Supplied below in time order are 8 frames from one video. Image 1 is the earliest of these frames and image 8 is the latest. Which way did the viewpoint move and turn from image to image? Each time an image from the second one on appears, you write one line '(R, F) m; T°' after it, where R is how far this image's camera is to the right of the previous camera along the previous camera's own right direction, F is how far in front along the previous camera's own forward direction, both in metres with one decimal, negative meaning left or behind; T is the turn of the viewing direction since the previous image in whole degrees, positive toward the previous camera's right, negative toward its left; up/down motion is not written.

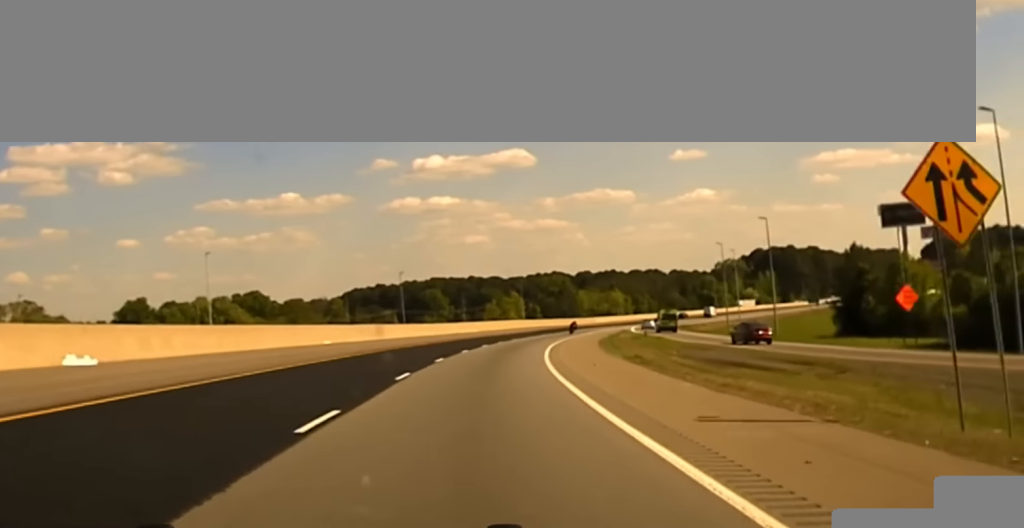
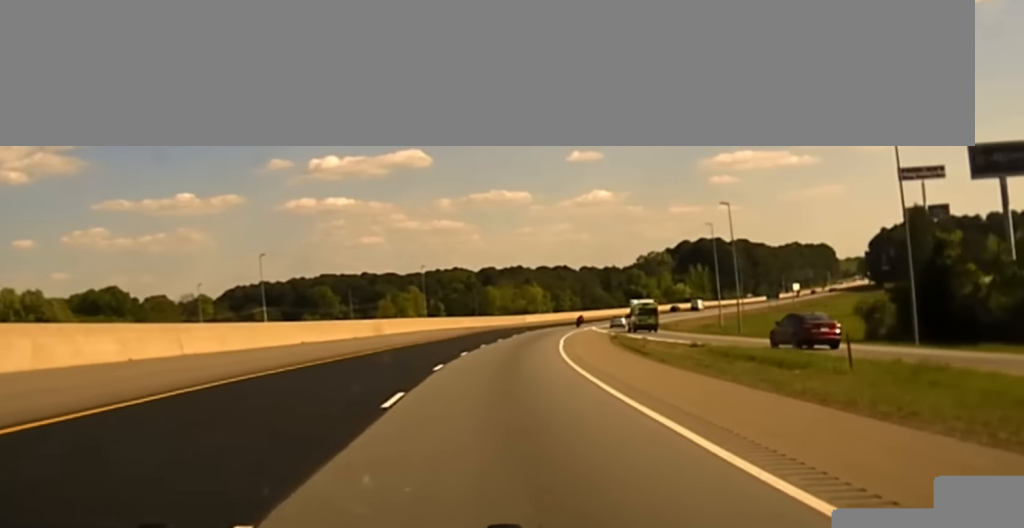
(+2.6, +67.3) m; +5°
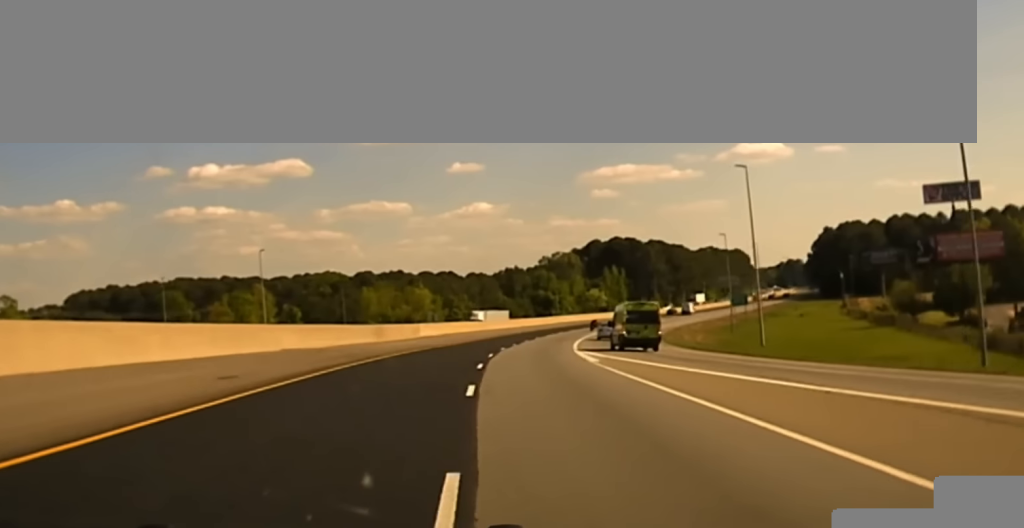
(+5.0, +77.9) m; +7°
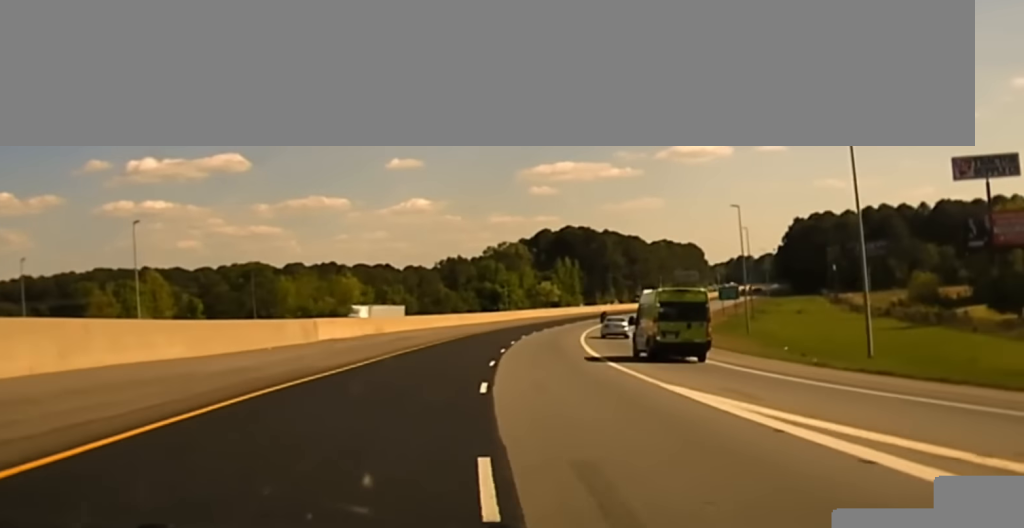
(+0.6, +36.6) m; +4°
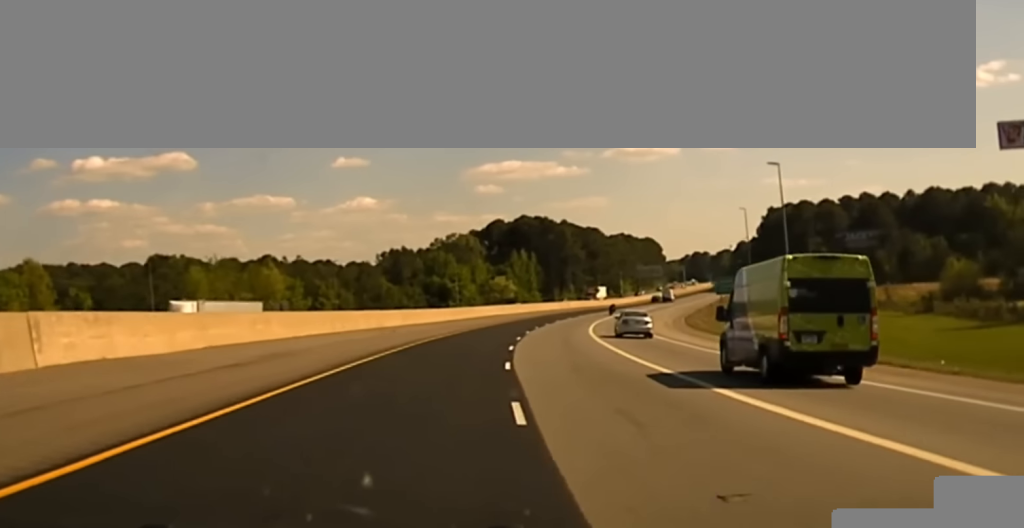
(+1.6, +30.0) m; +3°
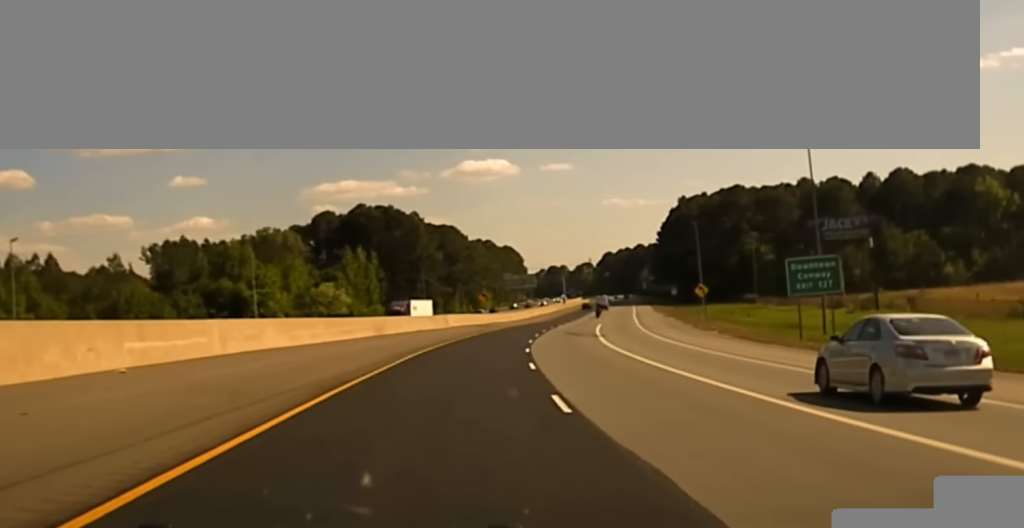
(+5.0, +75.1) m; +8°
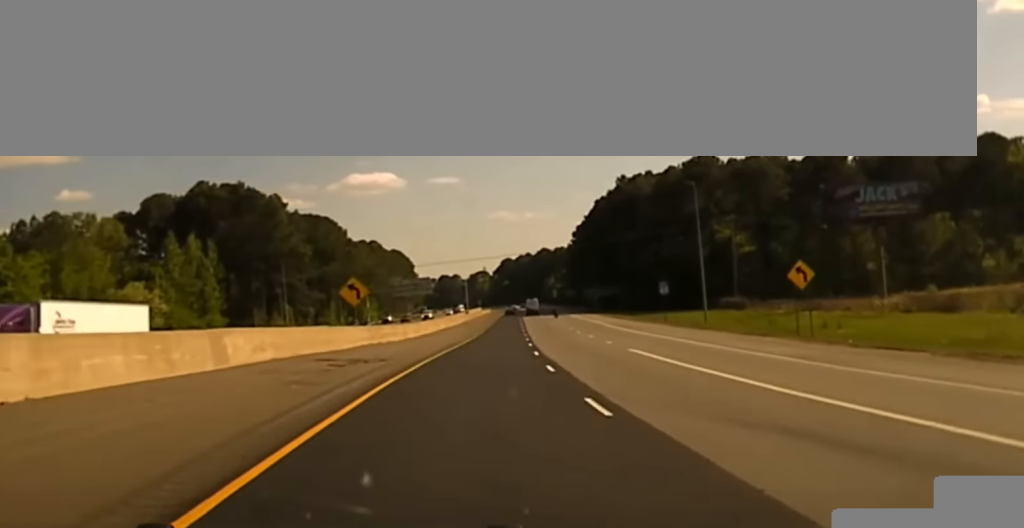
(+2.3, +53.5) m; +4°
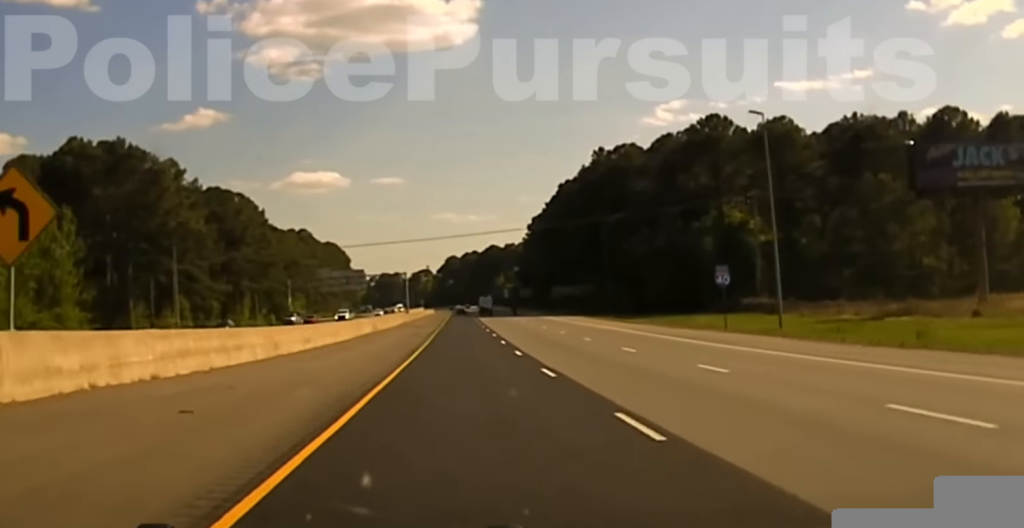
(+0.5, +42.2) m; +1°
